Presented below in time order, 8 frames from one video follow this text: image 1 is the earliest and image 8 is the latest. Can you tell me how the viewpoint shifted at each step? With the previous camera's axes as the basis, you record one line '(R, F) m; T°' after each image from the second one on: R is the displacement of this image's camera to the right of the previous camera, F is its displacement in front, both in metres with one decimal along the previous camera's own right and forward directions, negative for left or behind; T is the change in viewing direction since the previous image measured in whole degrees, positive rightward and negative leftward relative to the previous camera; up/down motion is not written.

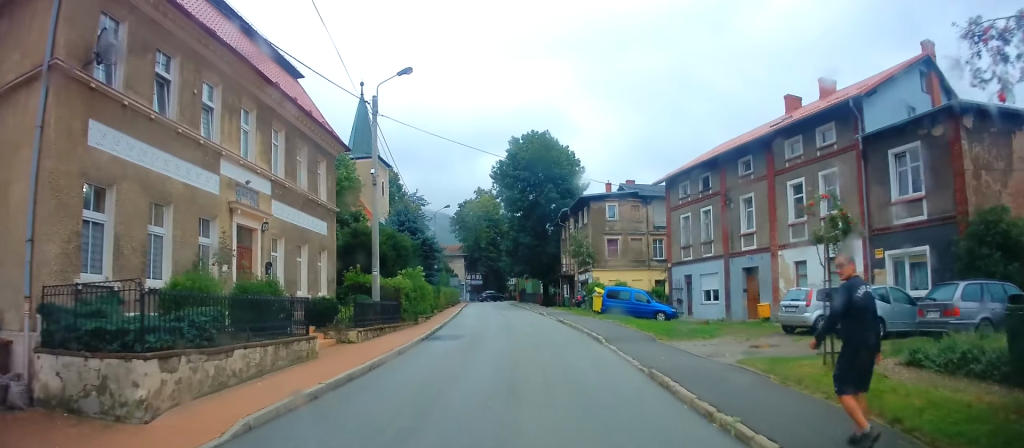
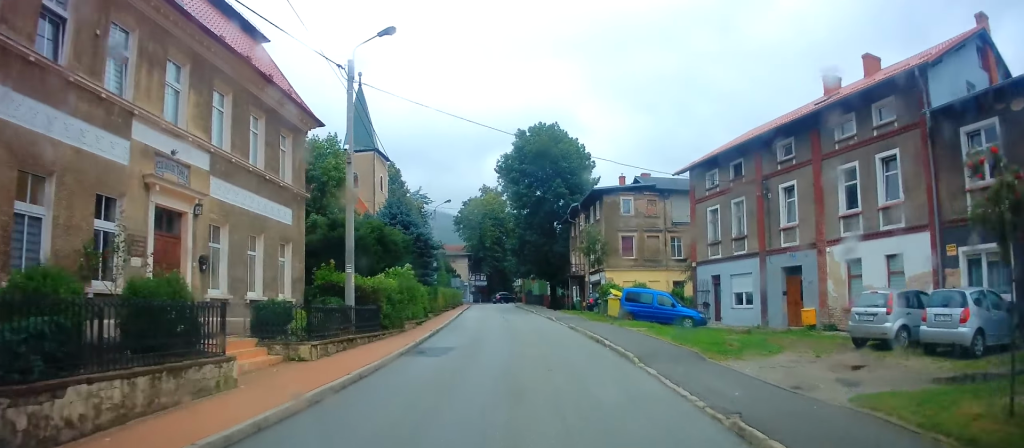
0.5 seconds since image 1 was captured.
(-0.2, +3.9) m; -1°
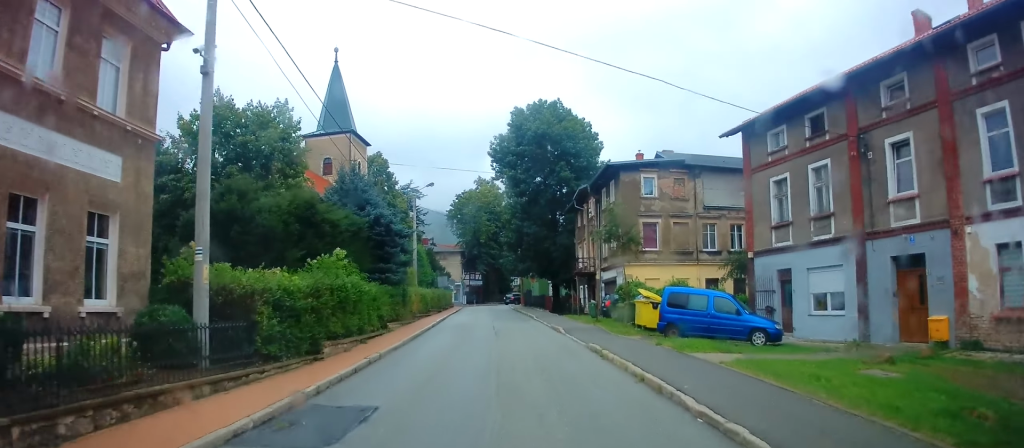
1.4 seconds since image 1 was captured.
(-0.3, +8.1) m; -2°
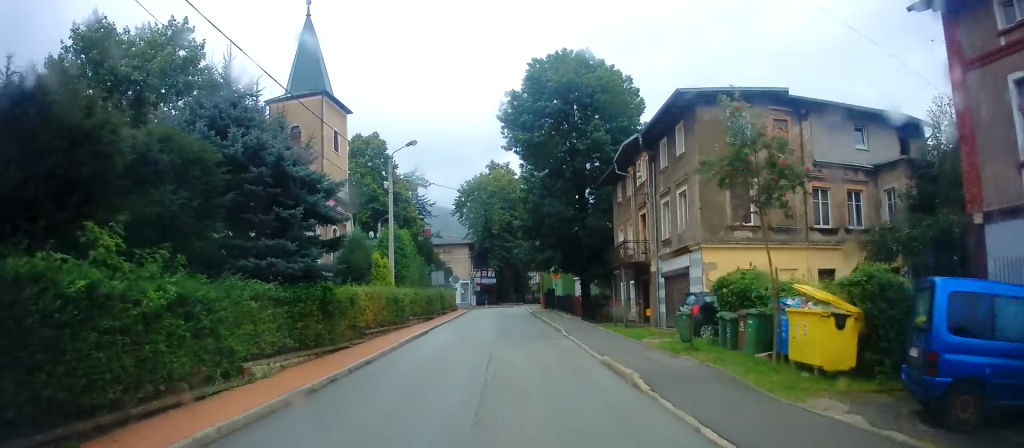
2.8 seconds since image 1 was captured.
(-0.1, +11.9) m; 0°
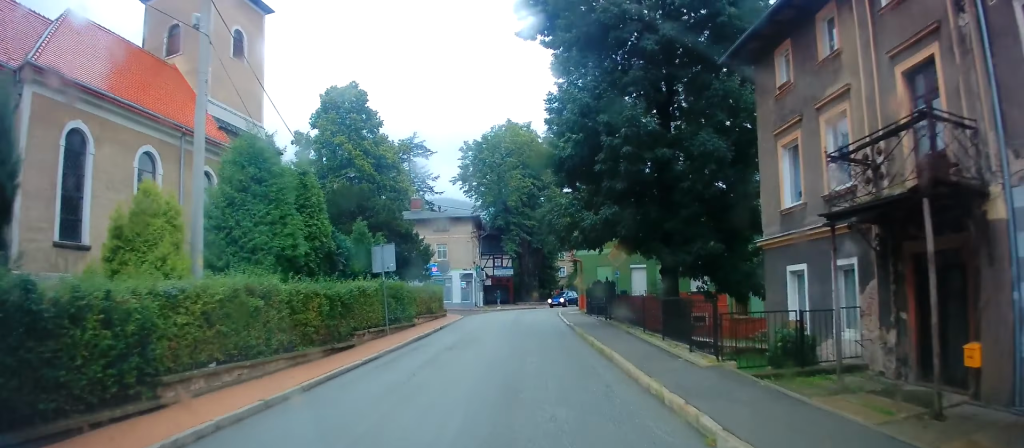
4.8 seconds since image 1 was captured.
(-0.1, +19.8) m; -2°
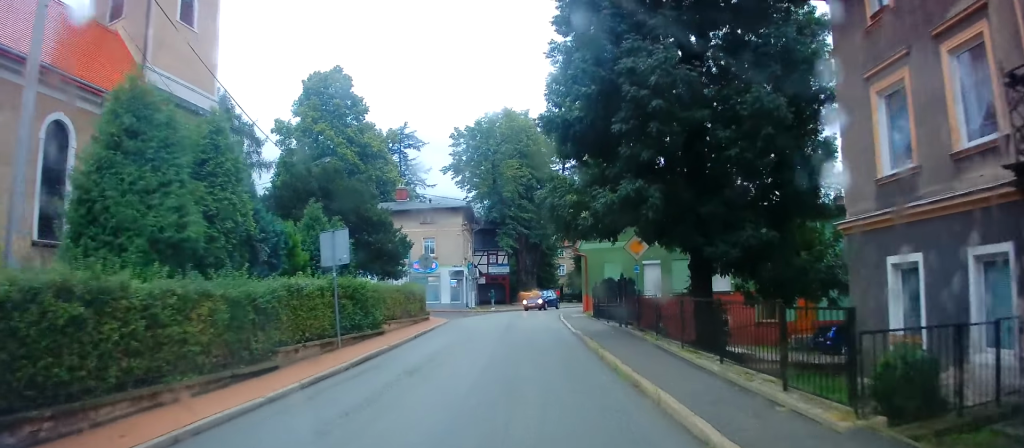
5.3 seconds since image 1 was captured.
(0.0, +5.0) m; -1°
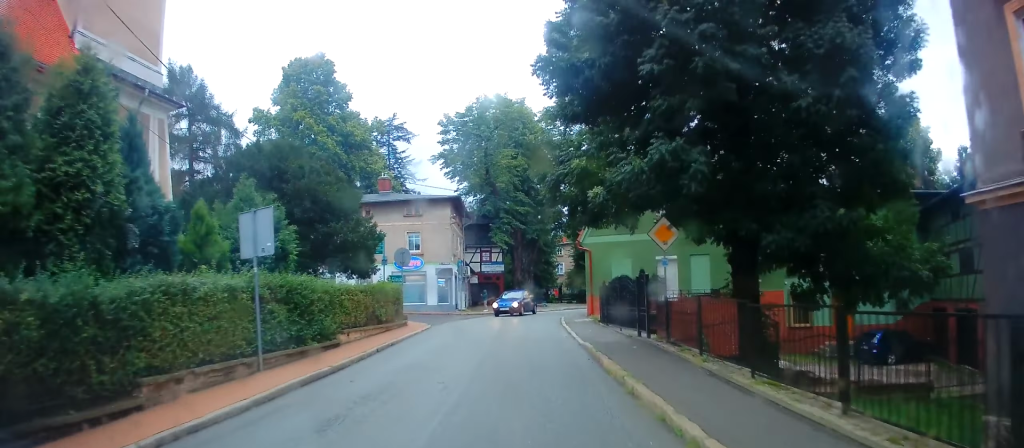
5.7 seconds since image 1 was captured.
(+0.1, +4.5) m; 0°
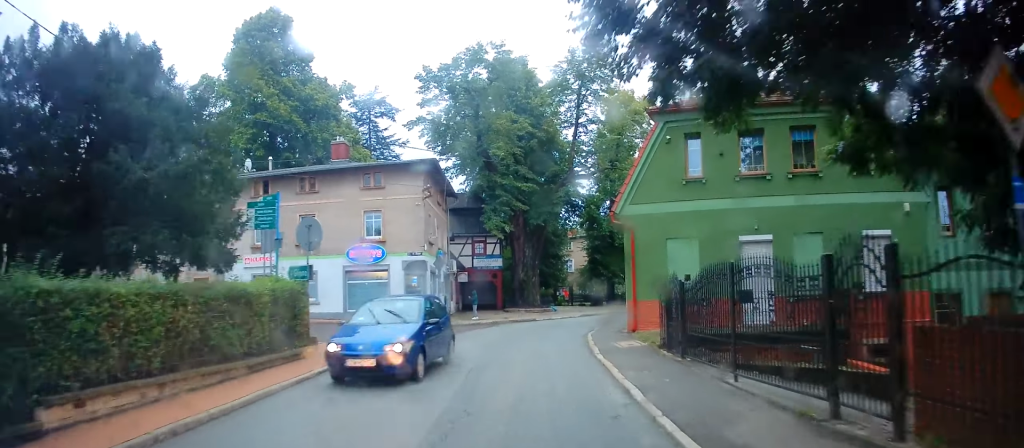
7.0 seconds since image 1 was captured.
(-0.2, +11.2) m; +1°
